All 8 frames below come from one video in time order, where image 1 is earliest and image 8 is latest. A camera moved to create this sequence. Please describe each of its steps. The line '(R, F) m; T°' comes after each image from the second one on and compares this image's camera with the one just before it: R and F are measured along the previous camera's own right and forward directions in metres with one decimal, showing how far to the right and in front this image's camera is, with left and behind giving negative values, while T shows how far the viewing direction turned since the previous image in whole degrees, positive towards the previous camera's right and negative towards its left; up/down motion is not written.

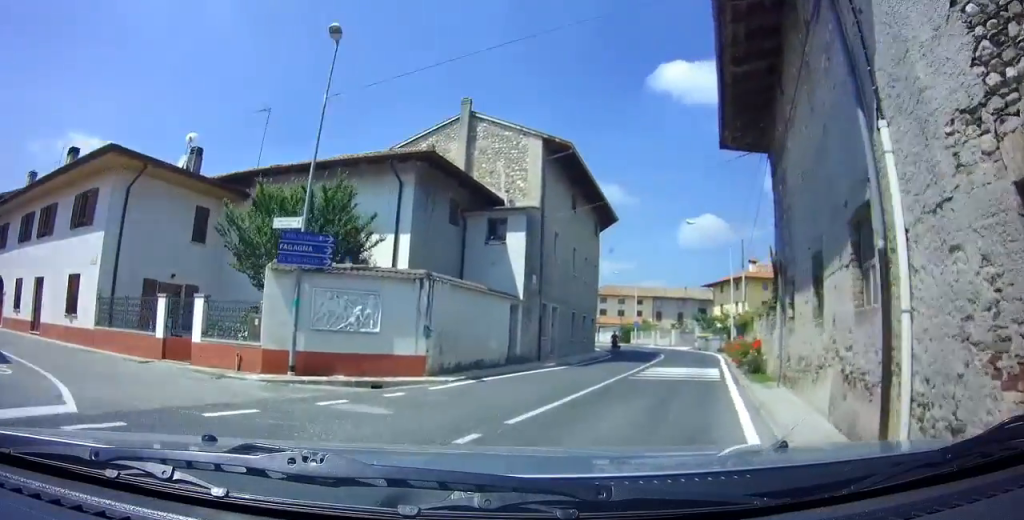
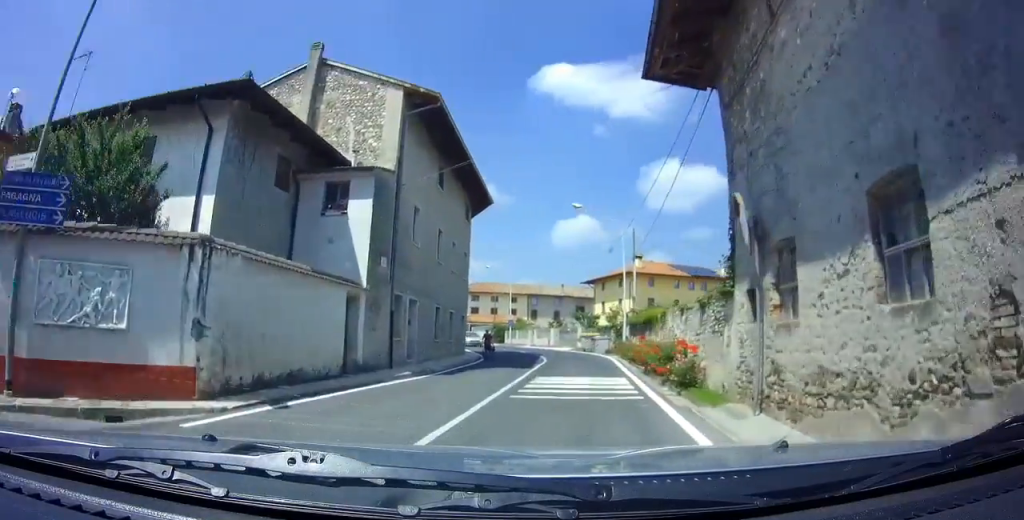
(+1.0, +4.5) m; +11°
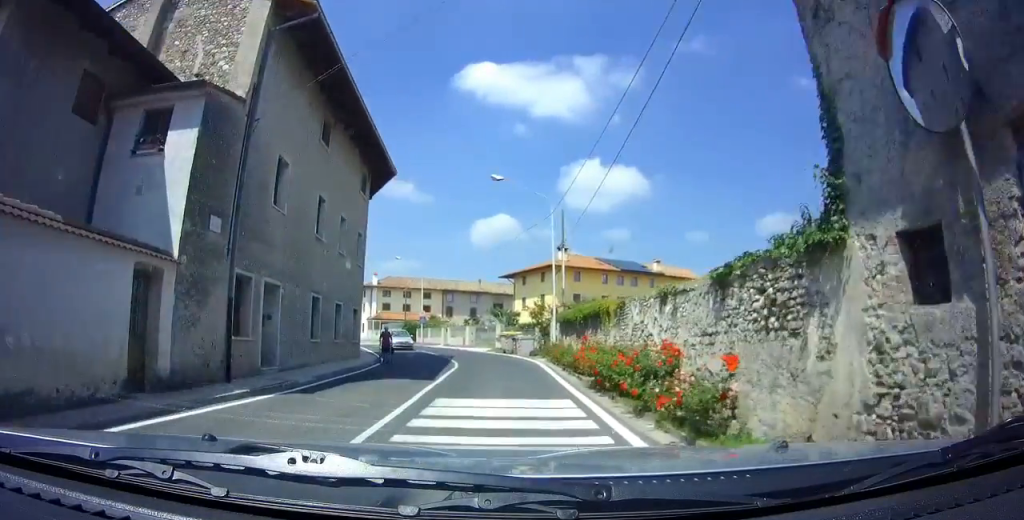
(+0.2, +5.4) m; +6°
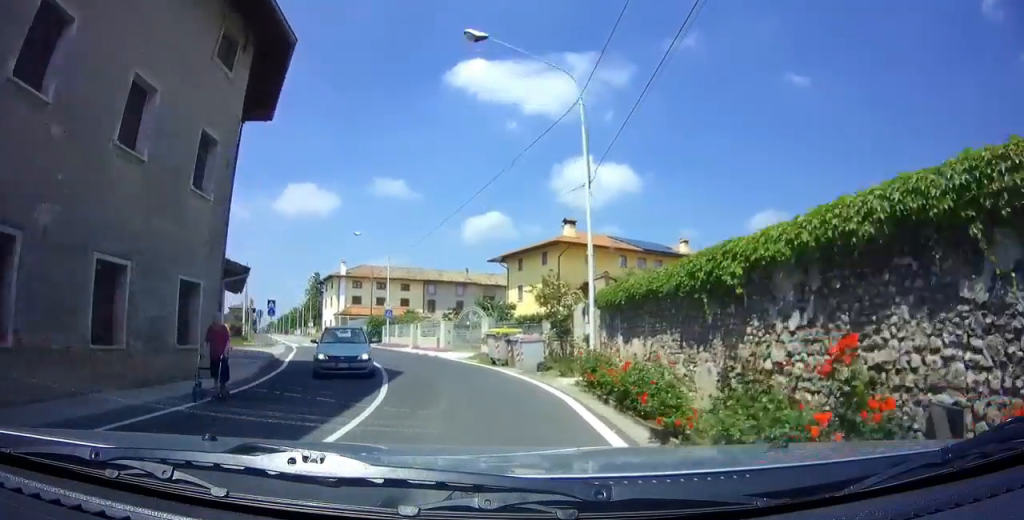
(+1.0, +11.7) m; +4°
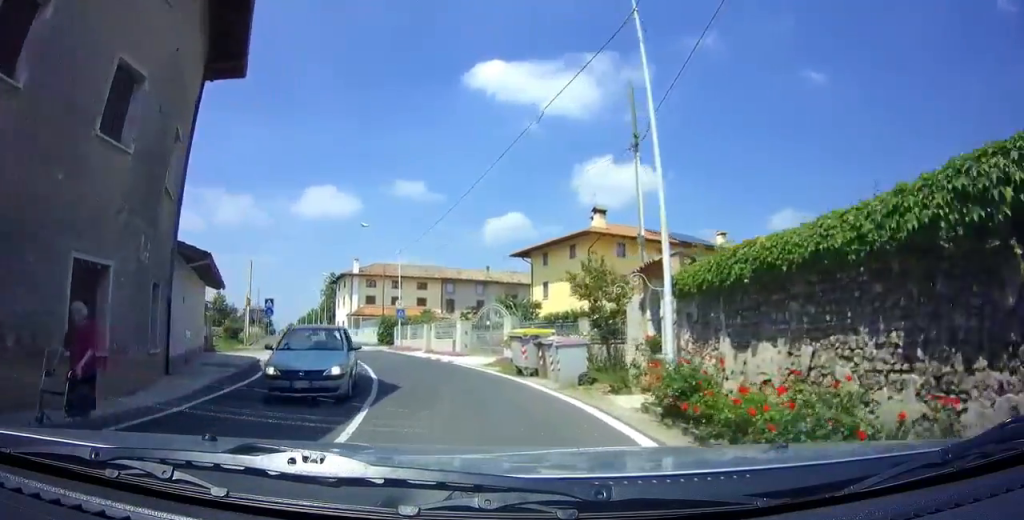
(-0.1, +4.3) m; -3°
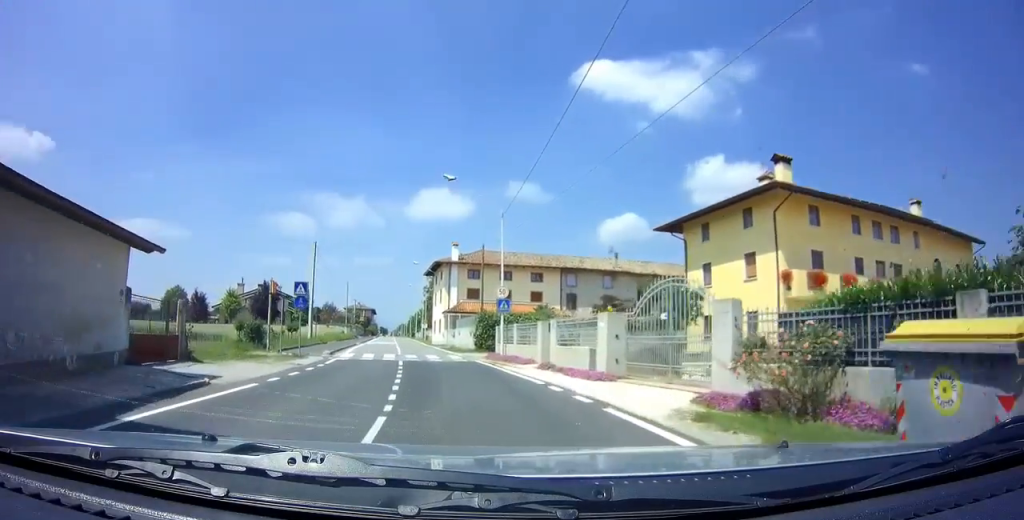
(-1.0, +12.1) m; -9°
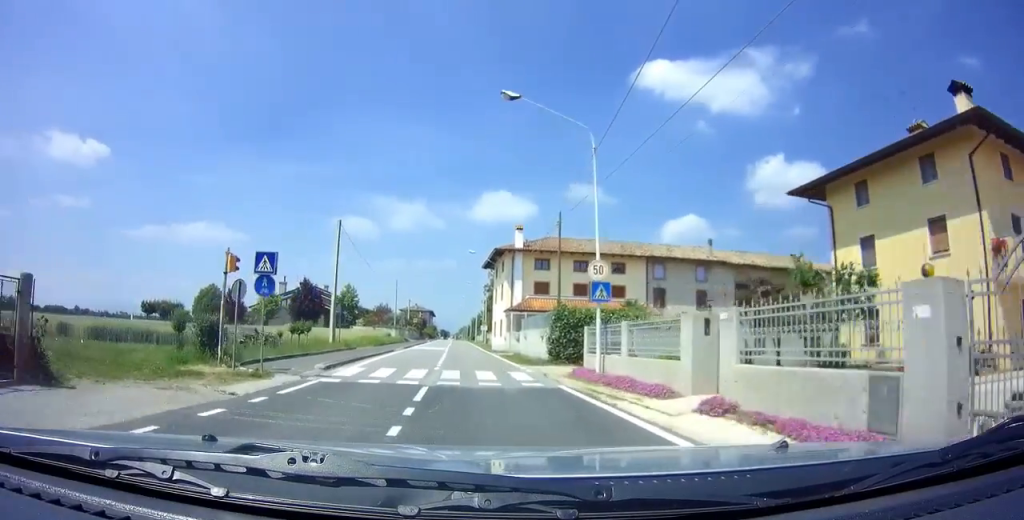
(-0.5, +8.9) m; -6°
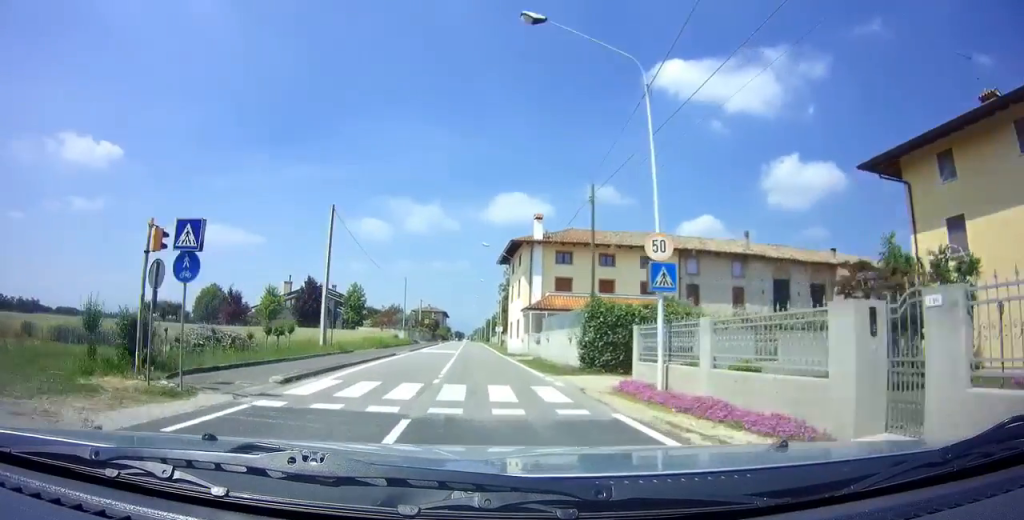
(-0.1, +3.9) m; -2°
